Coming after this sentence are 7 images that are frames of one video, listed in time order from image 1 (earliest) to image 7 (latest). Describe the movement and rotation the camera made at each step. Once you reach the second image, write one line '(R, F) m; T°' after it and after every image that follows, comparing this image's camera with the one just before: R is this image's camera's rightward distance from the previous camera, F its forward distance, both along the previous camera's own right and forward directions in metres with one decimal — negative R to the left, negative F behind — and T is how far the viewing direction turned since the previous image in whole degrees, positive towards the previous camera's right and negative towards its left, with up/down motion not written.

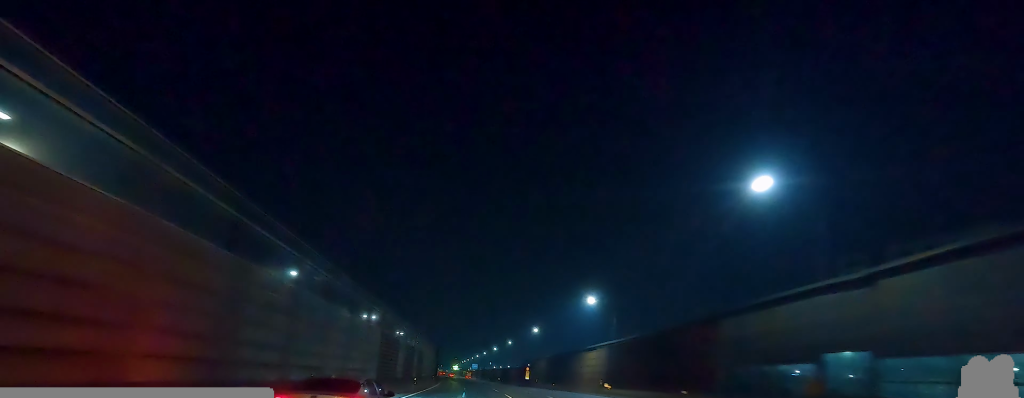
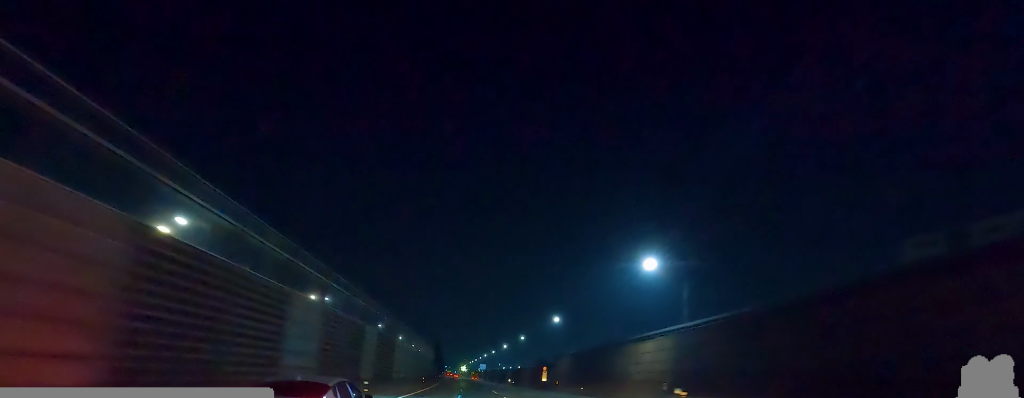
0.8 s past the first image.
(-1.2, +23.9) m; -1°
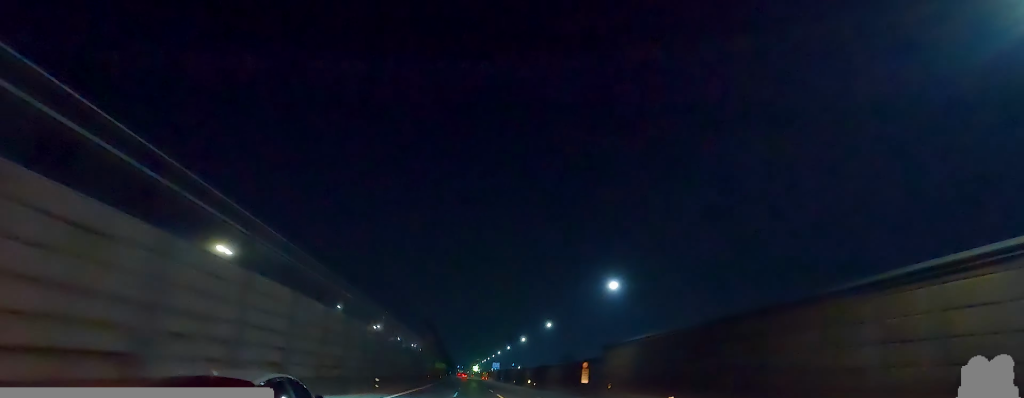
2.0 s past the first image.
(+0.7, +35.0) m; 0°
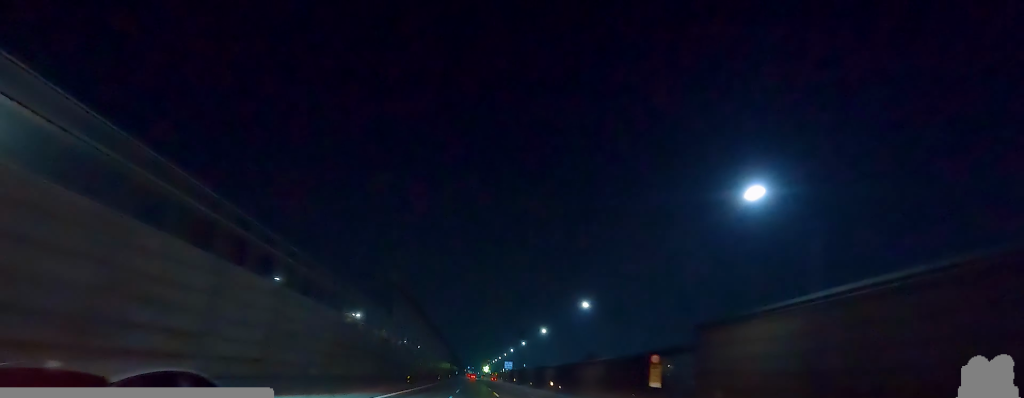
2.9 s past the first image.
(-0.9, +29.2) m; -2°
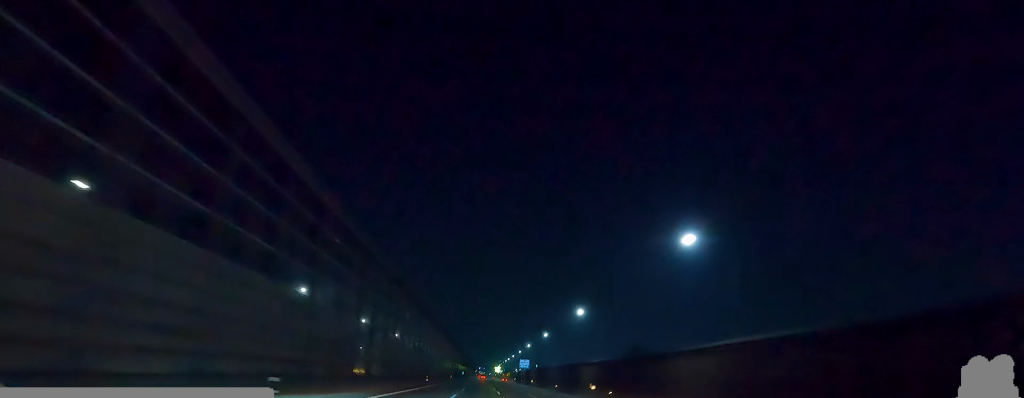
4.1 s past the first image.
(-0.3, +34.4) m; -1°
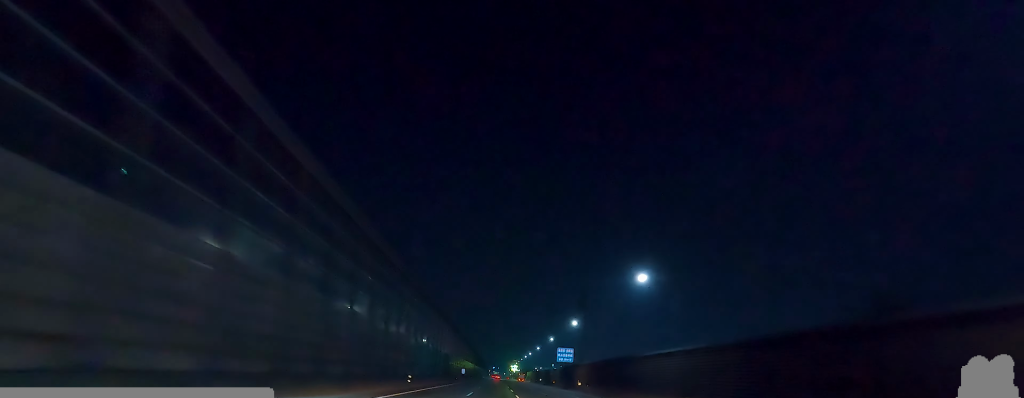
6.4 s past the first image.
(-0.3, +70.9) m; 0°
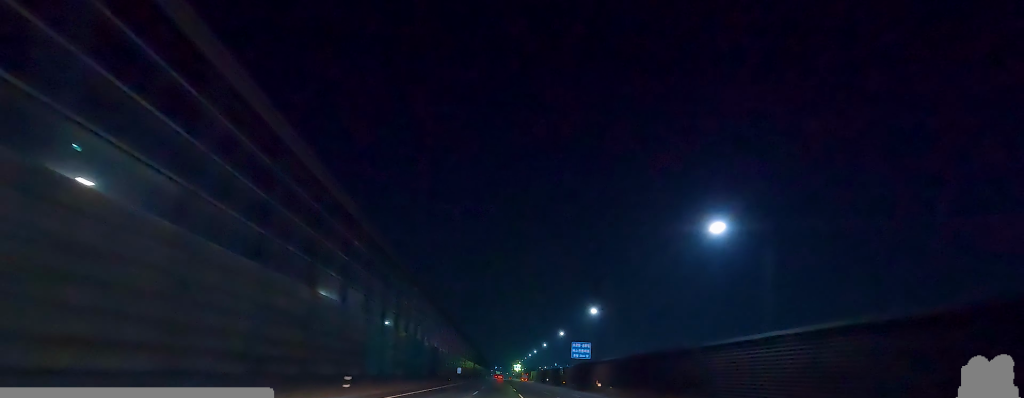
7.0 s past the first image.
(0.0, +17.8) m; 0°
